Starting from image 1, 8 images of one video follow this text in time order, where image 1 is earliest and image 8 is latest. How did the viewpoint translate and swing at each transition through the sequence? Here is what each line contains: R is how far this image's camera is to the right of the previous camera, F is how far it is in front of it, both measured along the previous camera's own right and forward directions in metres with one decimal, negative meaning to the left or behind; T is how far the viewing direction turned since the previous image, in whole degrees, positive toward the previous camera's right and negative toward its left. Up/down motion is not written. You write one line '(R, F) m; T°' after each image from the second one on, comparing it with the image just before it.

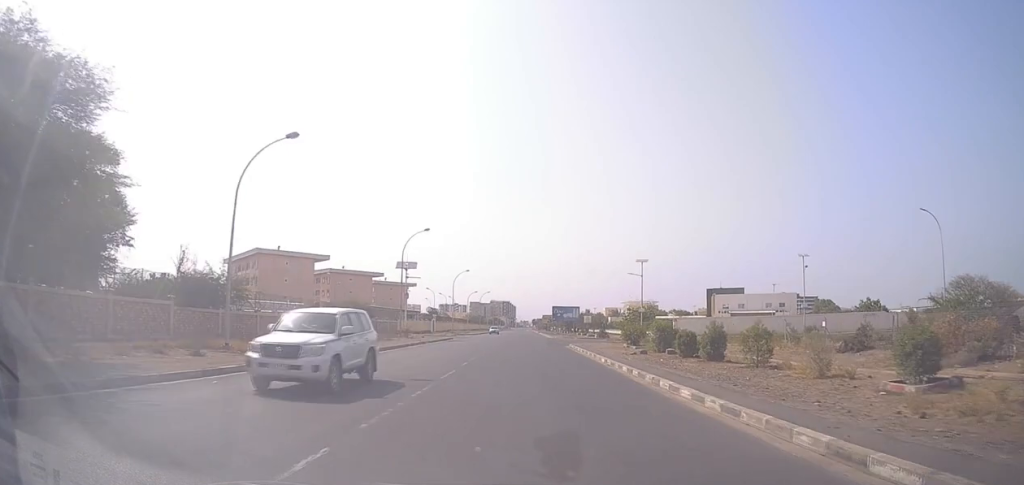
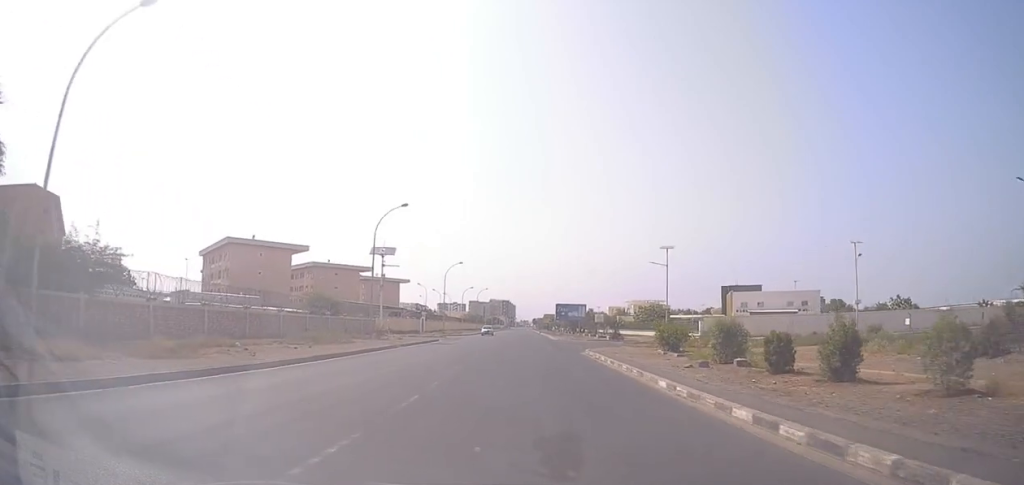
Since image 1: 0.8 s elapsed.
(+0.2, +11.7) m; -1°
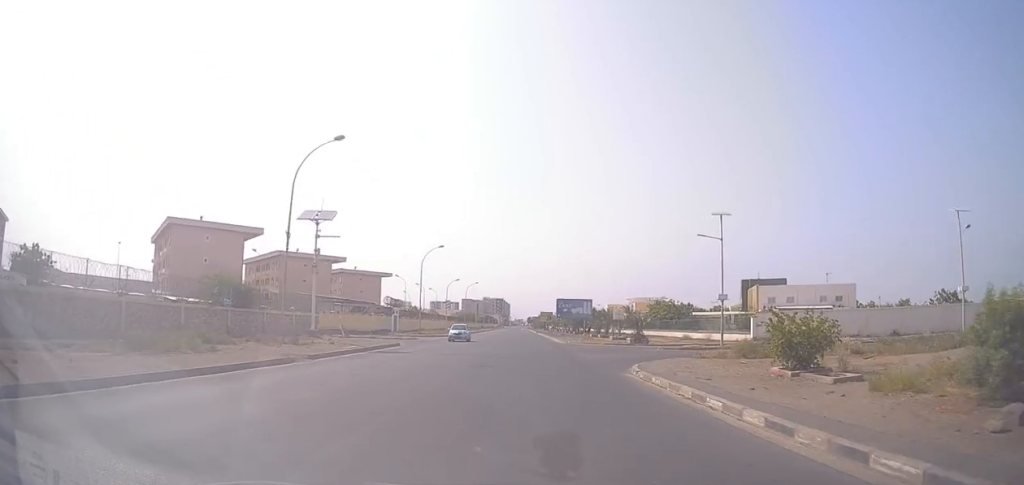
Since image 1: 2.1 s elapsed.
(-0.8, +16.9) m; -1°
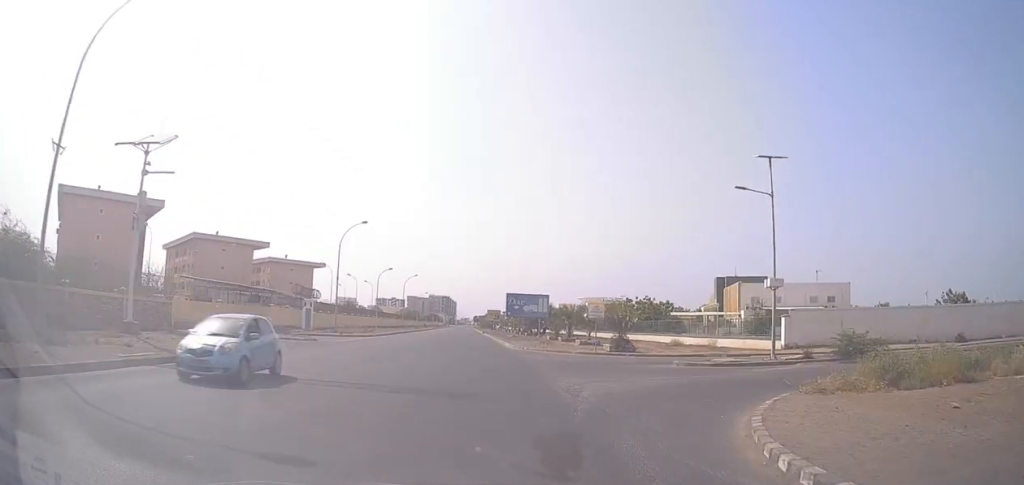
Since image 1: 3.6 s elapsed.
(+0.9, +16.5) m; +7°
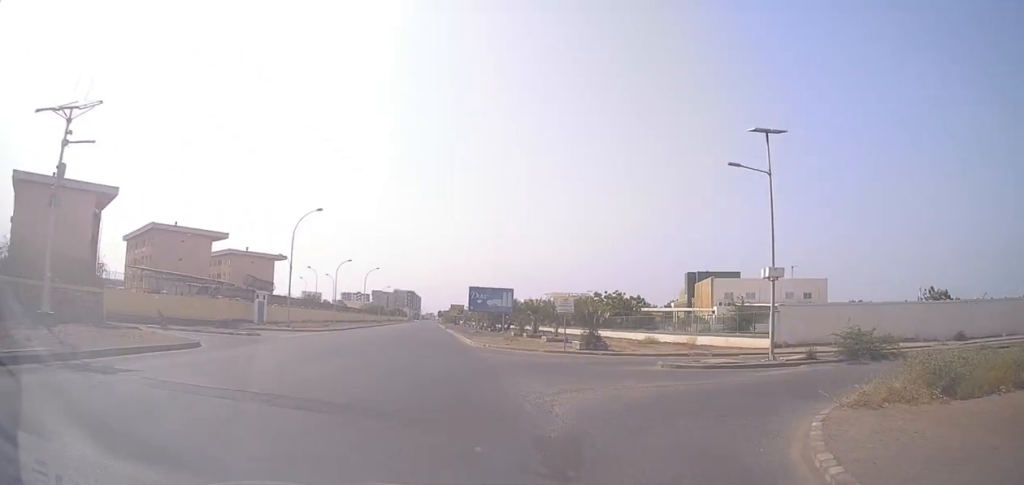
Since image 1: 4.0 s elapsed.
(0.0, +3.8) m; +4°
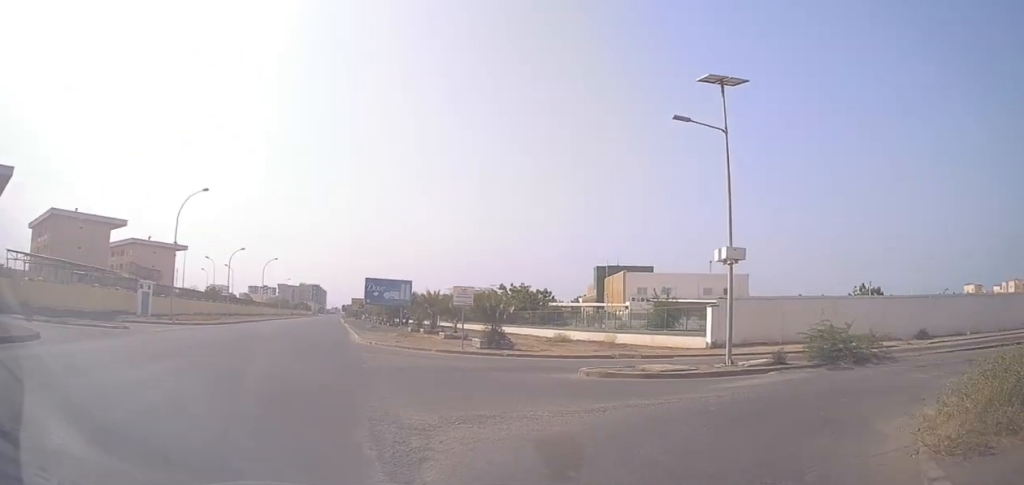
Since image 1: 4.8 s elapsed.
(+0.2, +5.8) m; +9°
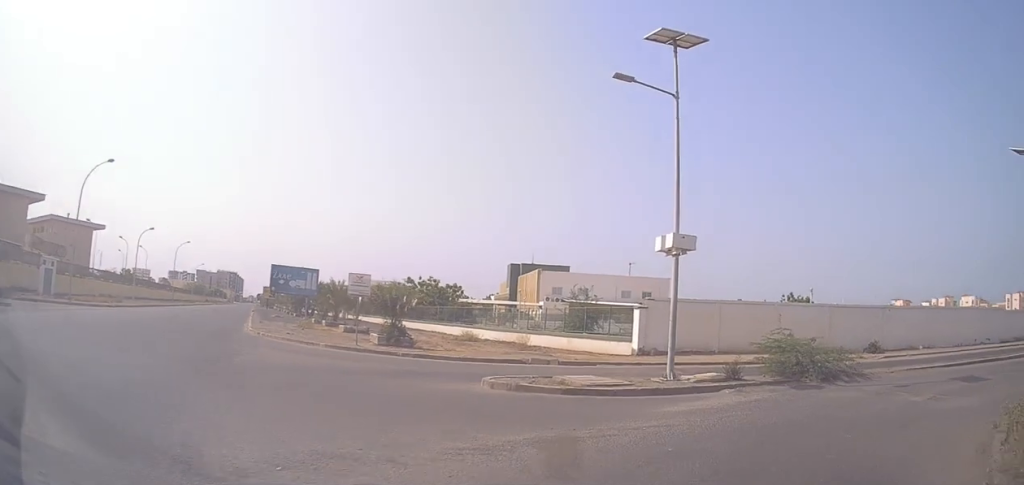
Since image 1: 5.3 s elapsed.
(+0.5, +3.9) m; +8°
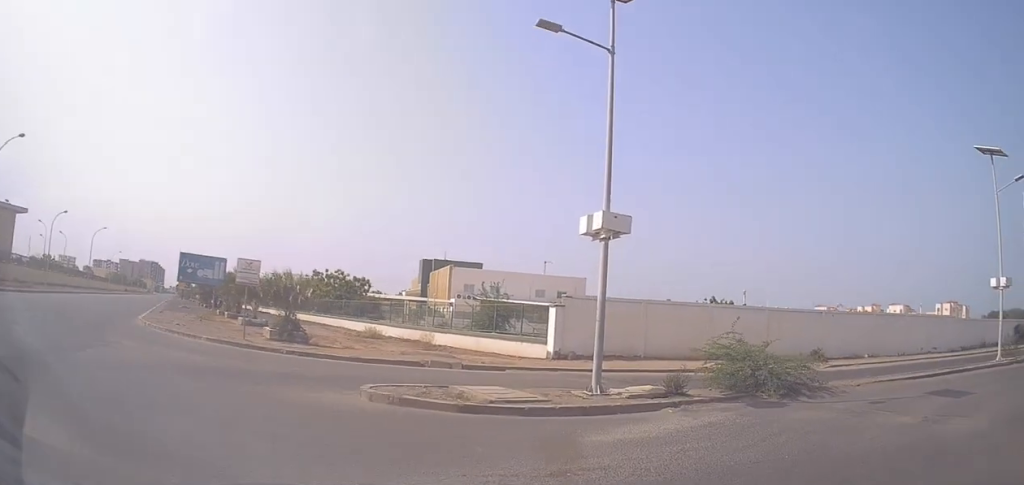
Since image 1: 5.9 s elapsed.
(+0.2, +3.1) m; +10°
